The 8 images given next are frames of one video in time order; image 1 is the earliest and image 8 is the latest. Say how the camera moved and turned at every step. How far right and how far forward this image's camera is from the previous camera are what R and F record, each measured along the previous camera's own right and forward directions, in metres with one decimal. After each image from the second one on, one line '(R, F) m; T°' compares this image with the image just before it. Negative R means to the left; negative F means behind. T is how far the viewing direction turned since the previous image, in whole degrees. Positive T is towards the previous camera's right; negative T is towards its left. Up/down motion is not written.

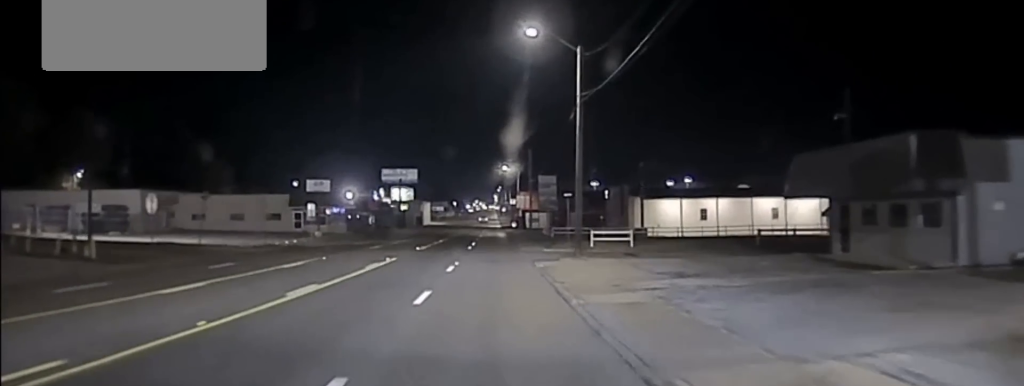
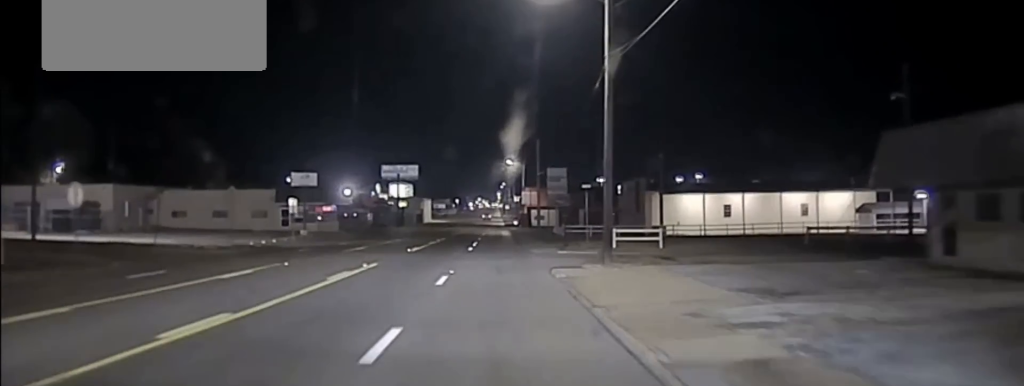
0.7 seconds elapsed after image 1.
(0.0, +8.3) m; 0°
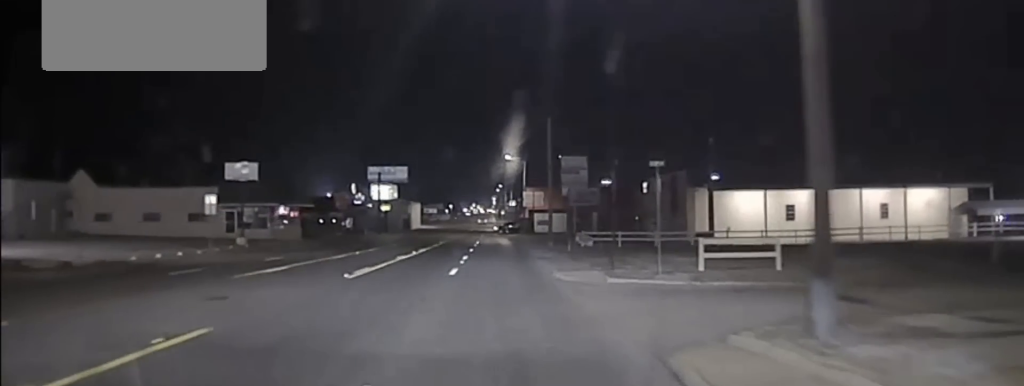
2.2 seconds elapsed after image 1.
(0.0, +19.4) m; 0°
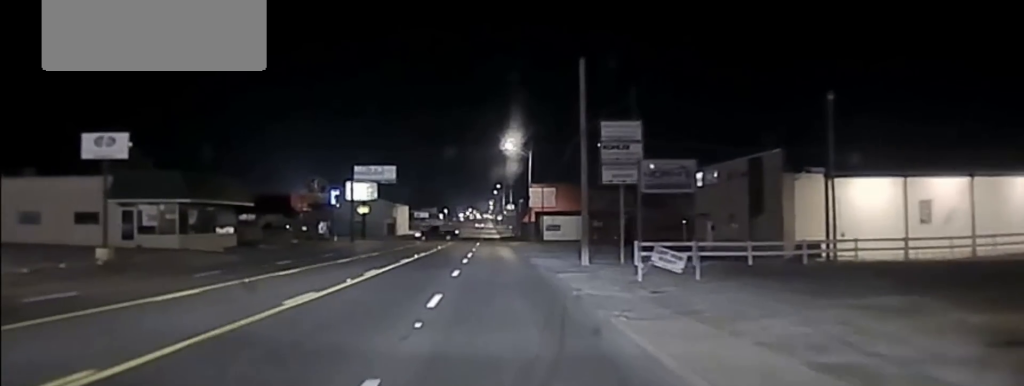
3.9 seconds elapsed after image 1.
(0.0, +21.5) m; 0°
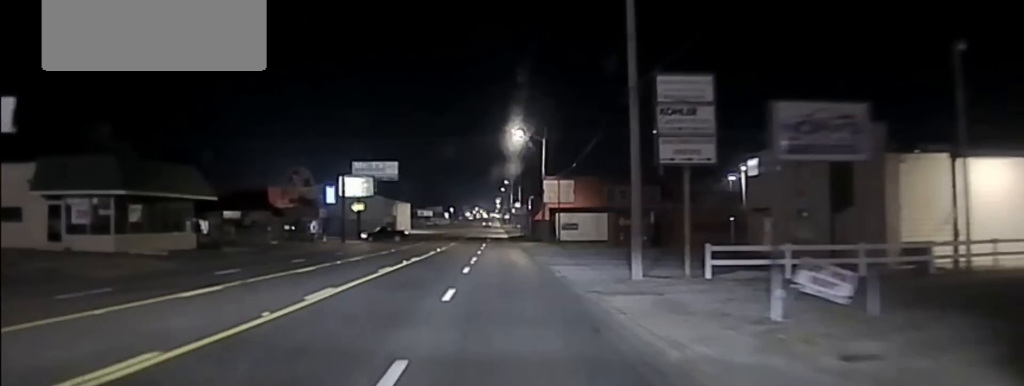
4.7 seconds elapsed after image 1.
(0.0, +10.5) m; -1°
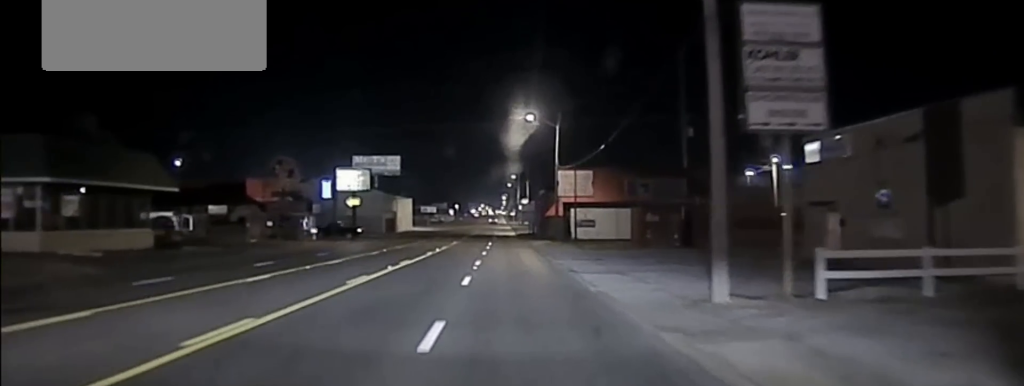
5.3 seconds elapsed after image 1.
(+0.1, +8.4) m; -1°
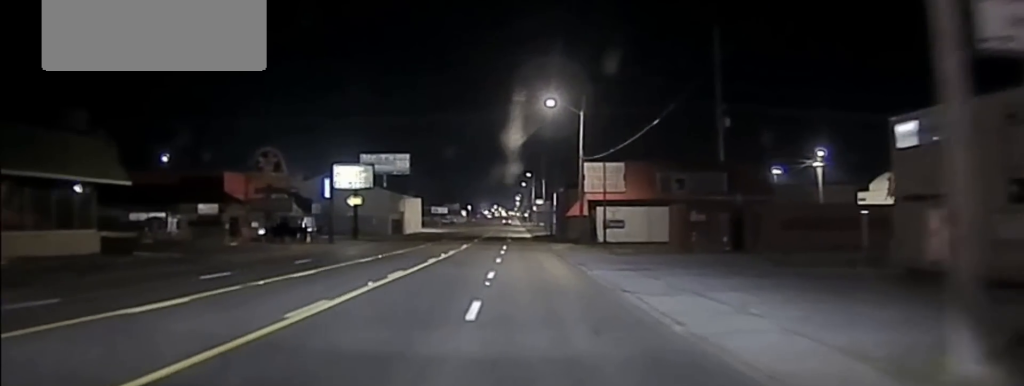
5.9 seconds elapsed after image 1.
(-0.3, +8.7) m; -1°
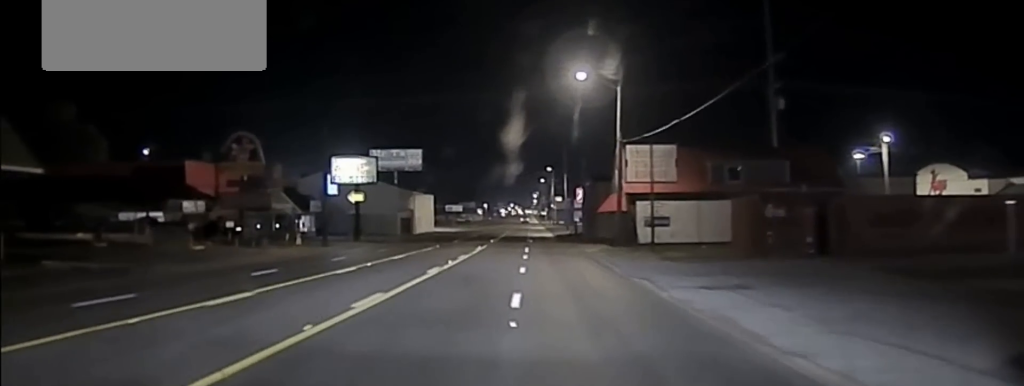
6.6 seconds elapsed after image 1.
(-0.1, +9.6) m; -1°
